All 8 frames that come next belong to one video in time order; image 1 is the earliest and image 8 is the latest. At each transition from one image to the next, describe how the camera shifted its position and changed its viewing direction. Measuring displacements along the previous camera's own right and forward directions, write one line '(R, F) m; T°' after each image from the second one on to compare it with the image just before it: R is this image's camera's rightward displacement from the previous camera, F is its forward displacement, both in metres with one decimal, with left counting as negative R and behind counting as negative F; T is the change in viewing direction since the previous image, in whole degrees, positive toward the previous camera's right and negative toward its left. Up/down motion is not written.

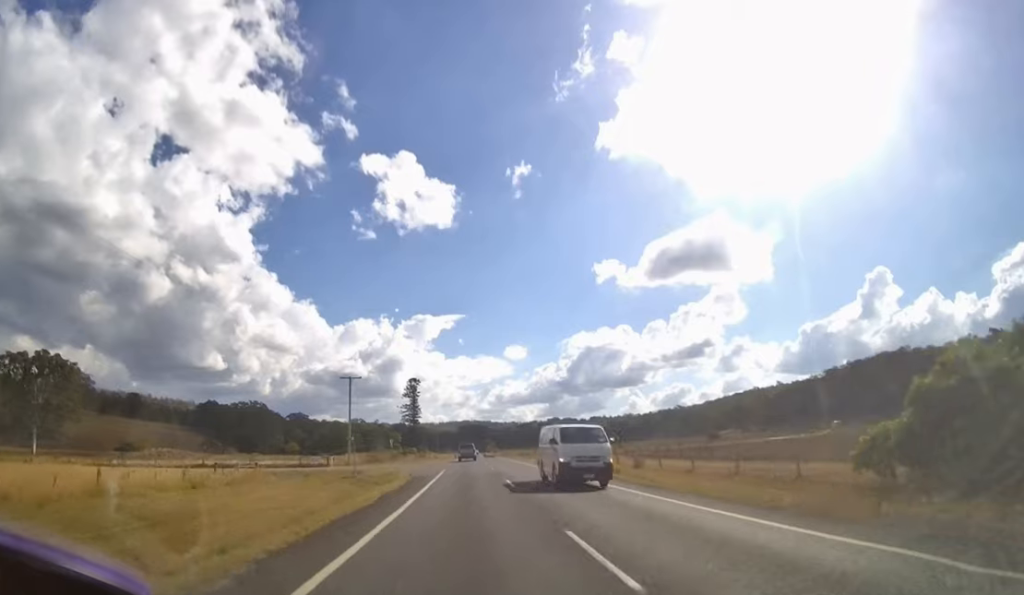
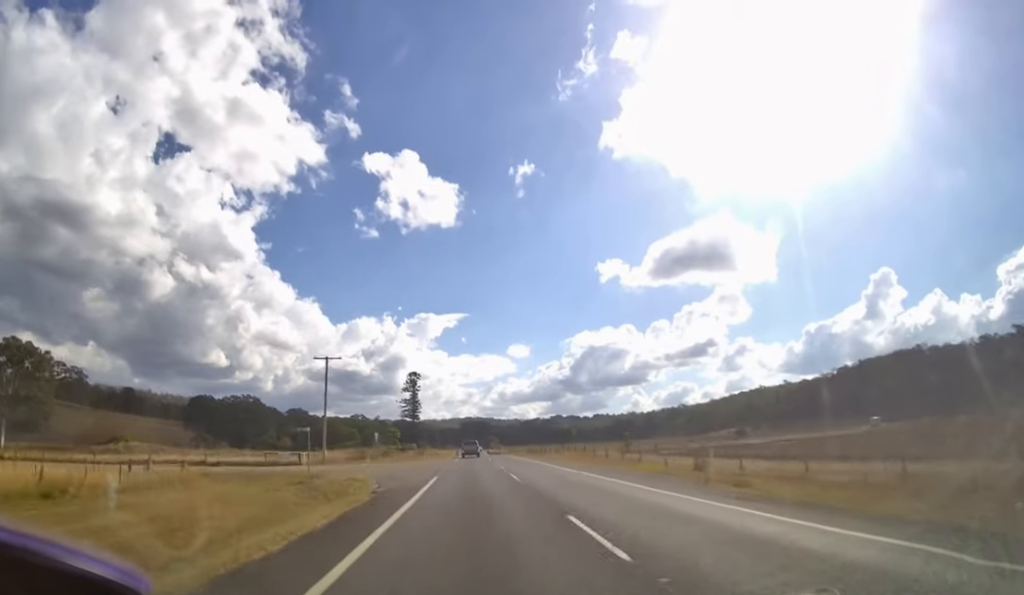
(0.0, +13.8) m; 0°
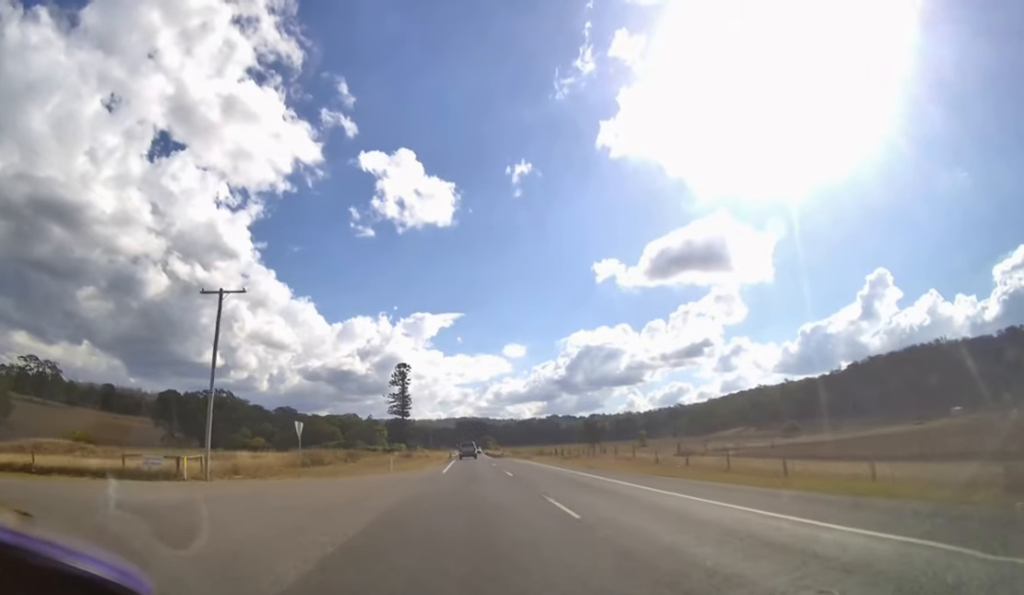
(-0.1, +24.6) m; 0°
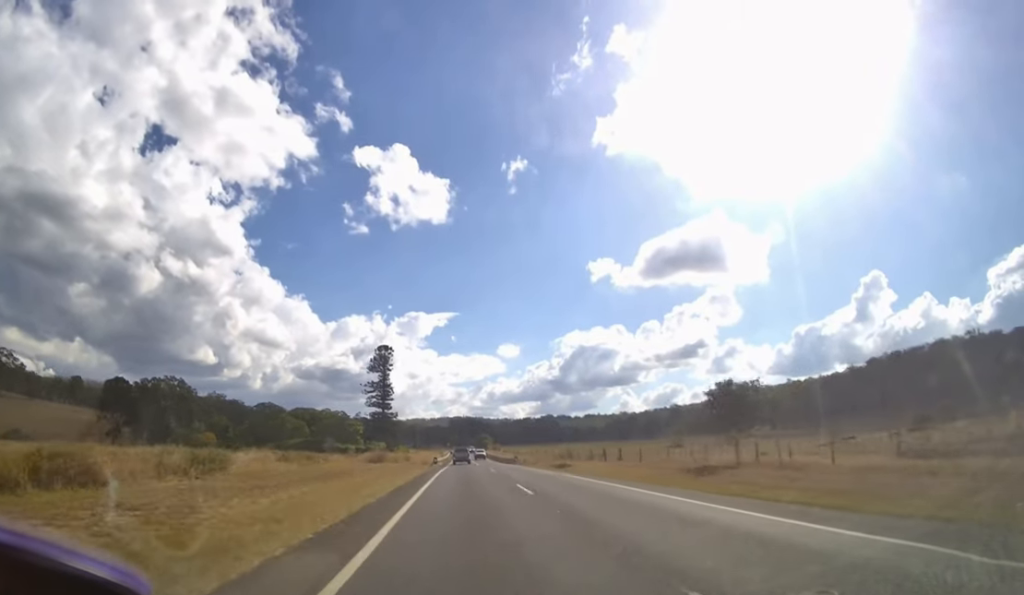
(+0.2, +34.9) m; 0°
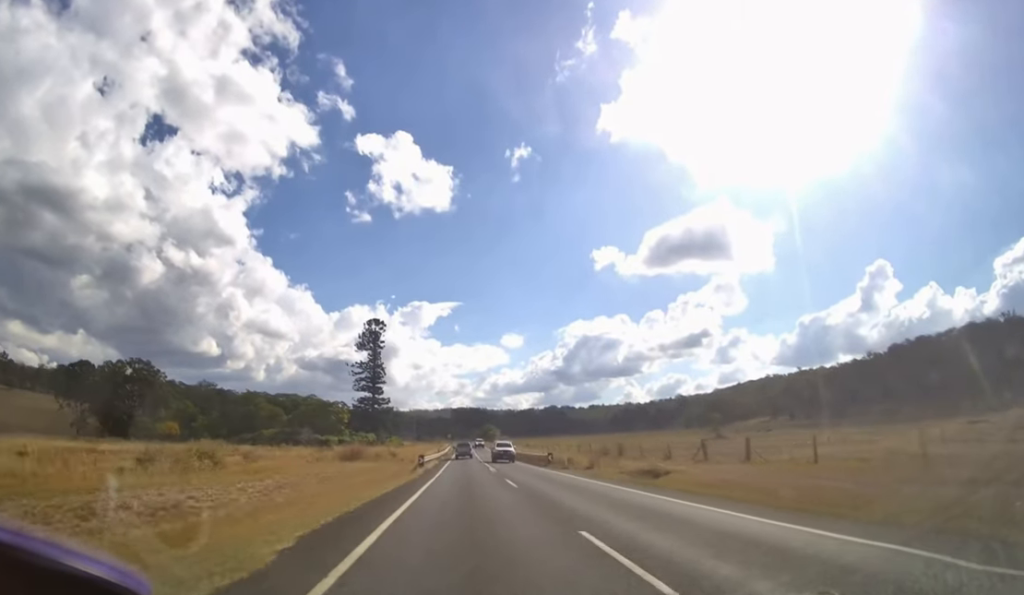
(0.0, +21.3) m; 0°
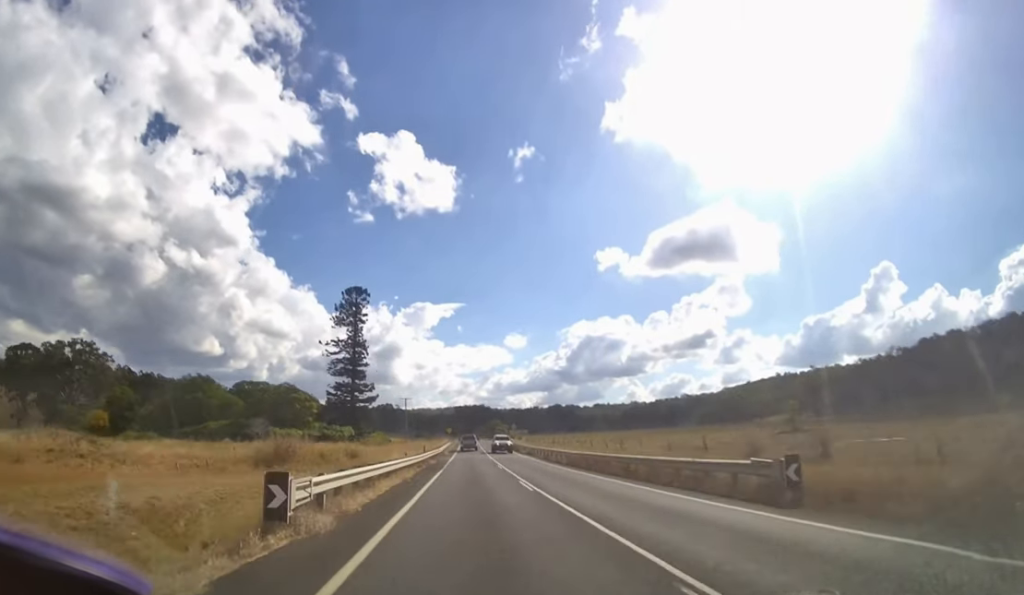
(-0.1, +26.3) m; 0°
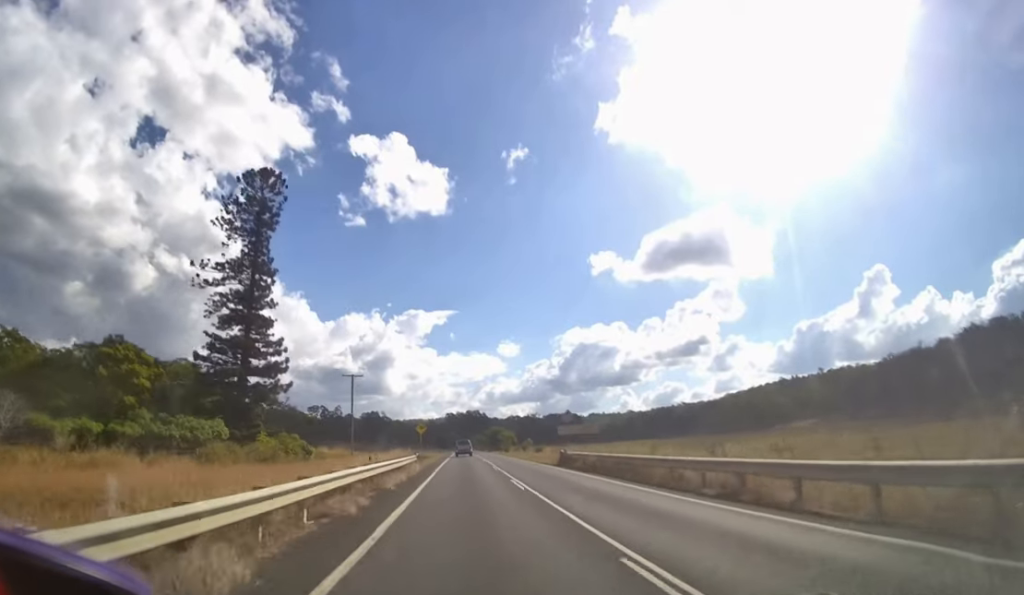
(0.0, +41.4) m; 0°
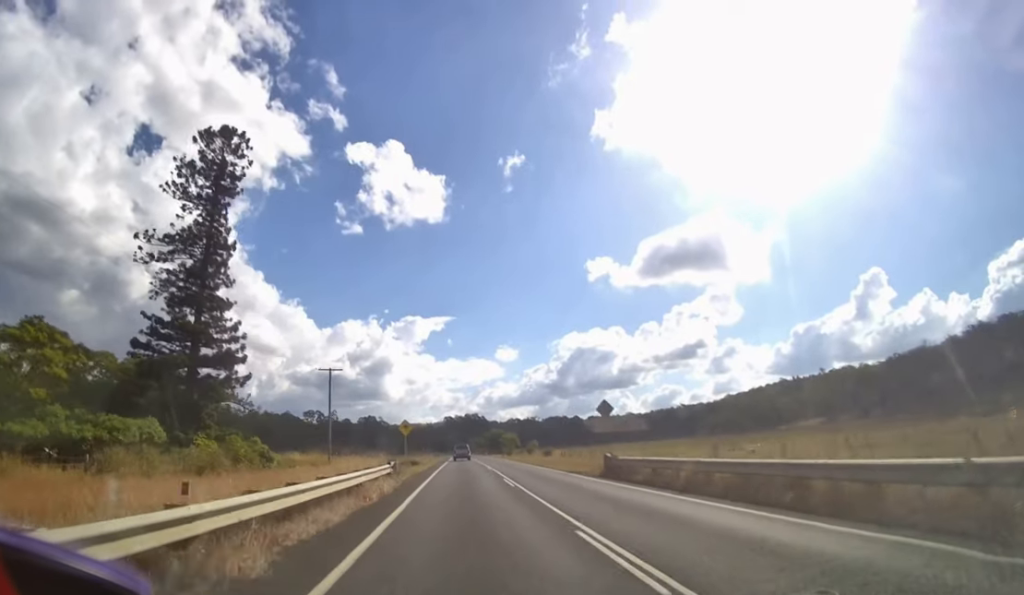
(0.0, +8.3) m; 0°
